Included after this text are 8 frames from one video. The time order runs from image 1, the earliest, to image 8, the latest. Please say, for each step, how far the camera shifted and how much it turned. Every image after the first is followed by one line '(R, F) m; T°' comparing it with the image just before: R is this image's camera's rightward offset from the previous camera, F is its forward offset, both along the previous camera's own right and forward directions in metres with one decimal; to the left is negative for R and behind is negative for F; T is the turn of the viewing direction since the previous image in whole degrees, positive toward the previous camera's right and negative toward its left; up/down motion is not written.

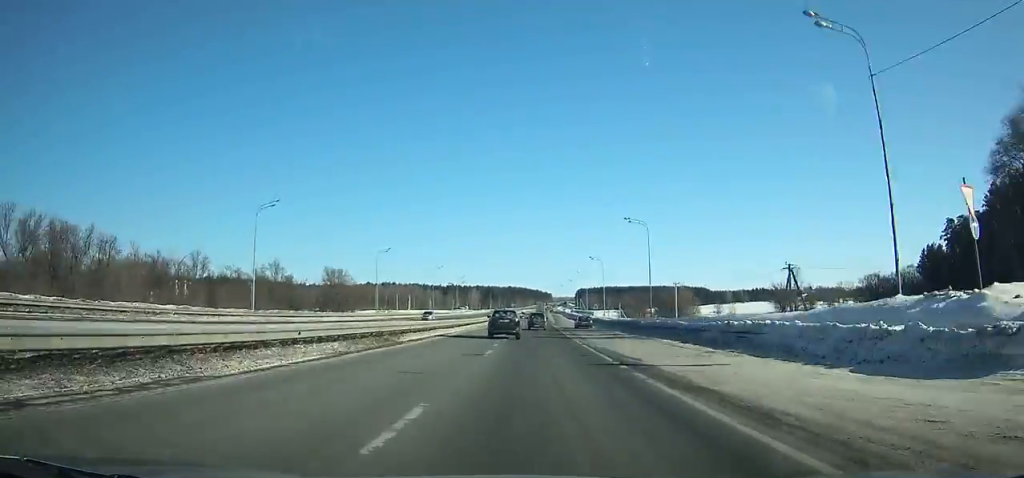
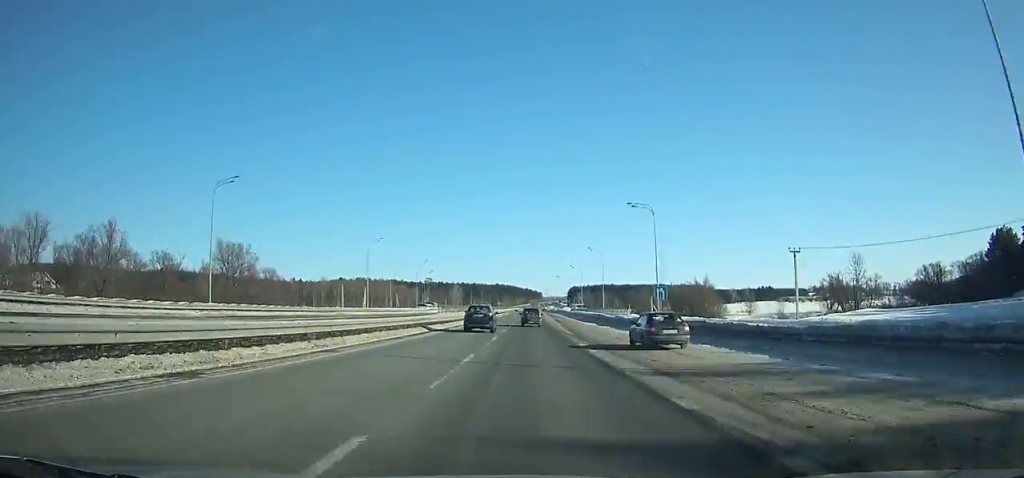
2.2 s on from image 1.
(+0.4, +51.9) m; +1°
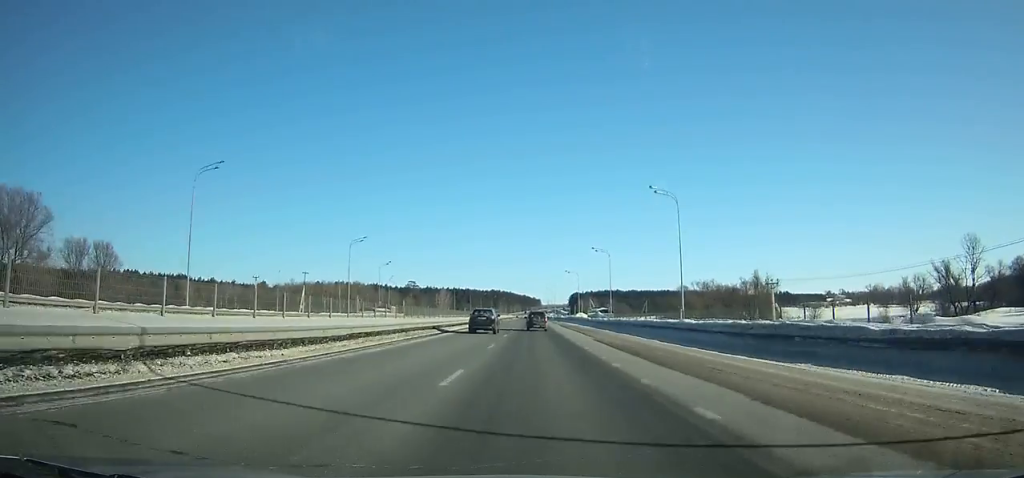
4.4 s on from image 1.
(+0.2, +52.0) m; +1°
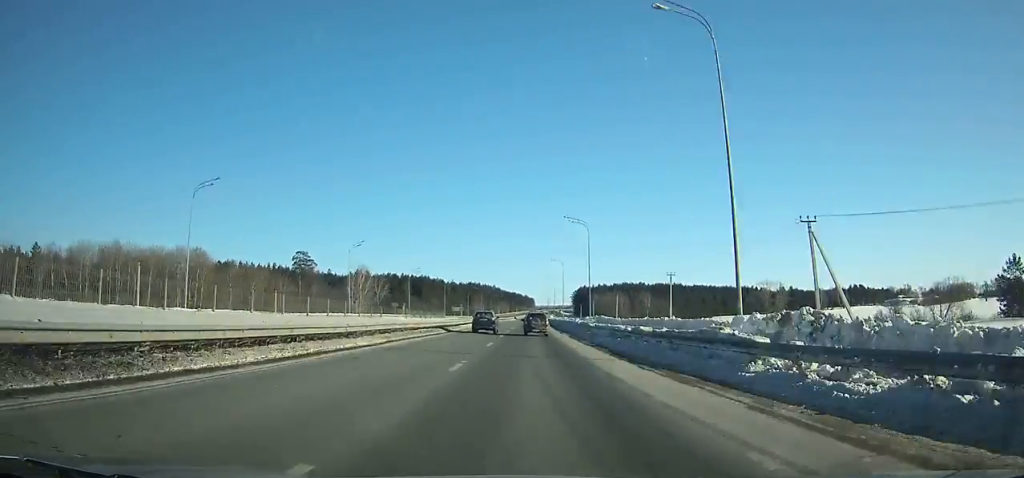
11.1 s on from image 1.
(+0.1, +162.5) m; 0°
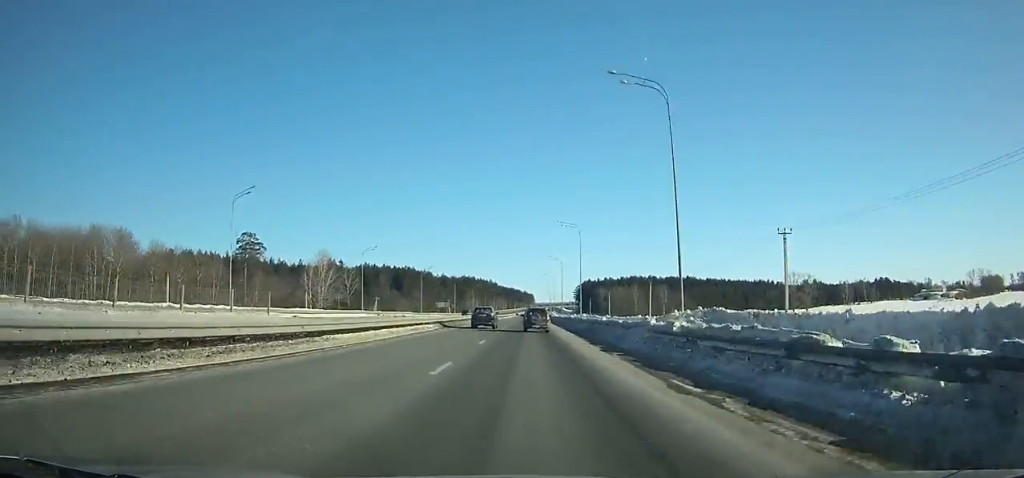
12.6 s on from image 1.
(+0.1, +37.2) m; 0°
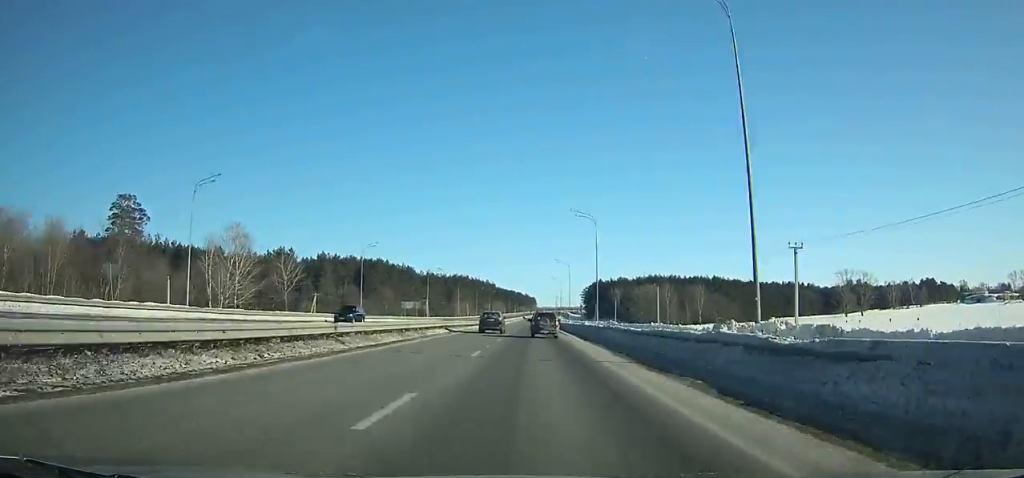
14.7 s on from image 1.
(0.0, +52.9) m; 0°
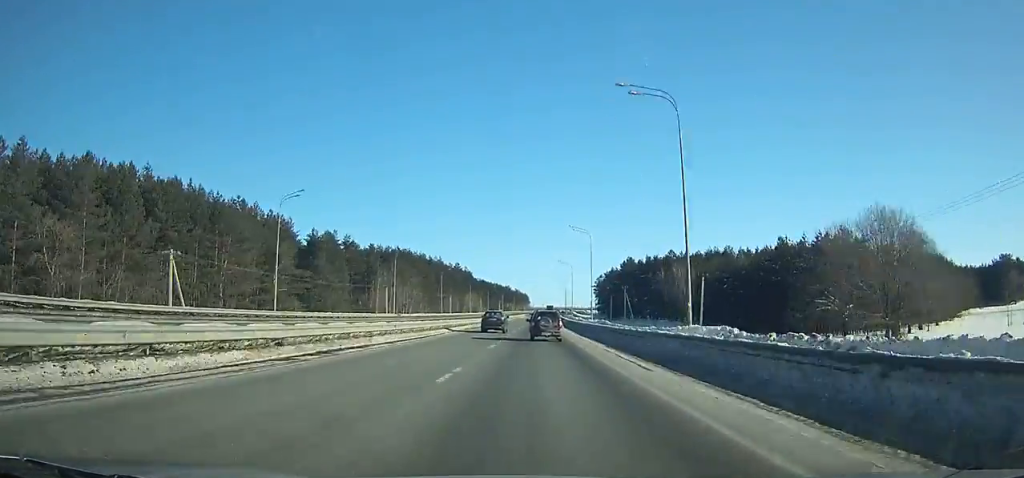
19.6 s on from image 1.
(+0.6, +125.4) m; +1°
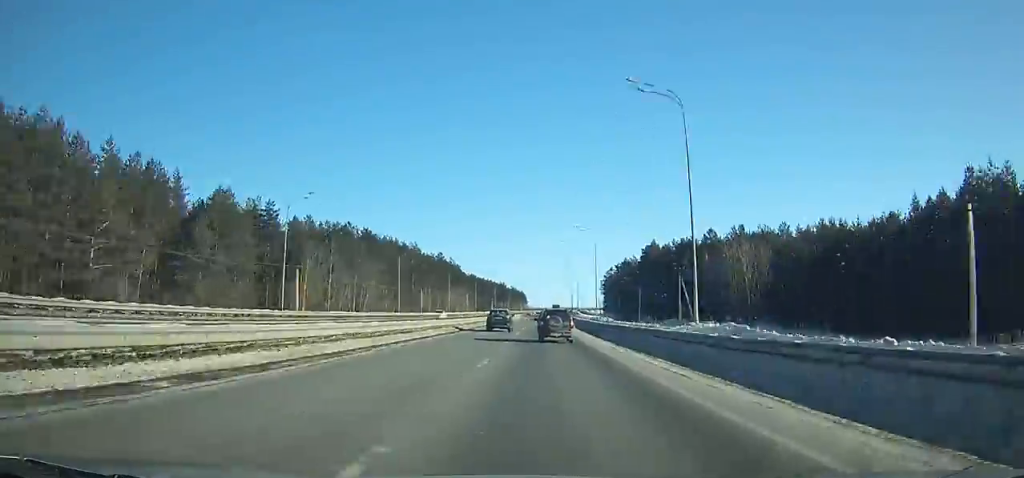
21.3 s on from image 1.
(0.0, +44.2) m; 0°
